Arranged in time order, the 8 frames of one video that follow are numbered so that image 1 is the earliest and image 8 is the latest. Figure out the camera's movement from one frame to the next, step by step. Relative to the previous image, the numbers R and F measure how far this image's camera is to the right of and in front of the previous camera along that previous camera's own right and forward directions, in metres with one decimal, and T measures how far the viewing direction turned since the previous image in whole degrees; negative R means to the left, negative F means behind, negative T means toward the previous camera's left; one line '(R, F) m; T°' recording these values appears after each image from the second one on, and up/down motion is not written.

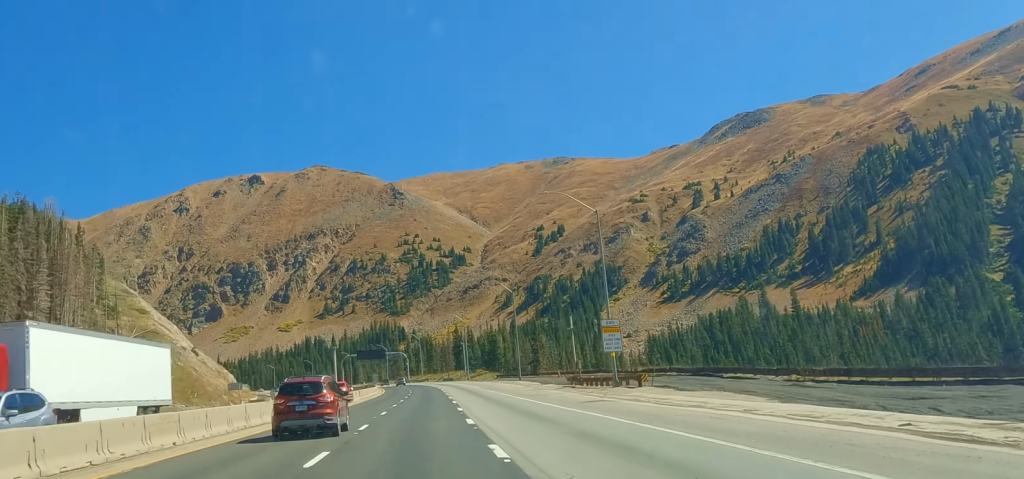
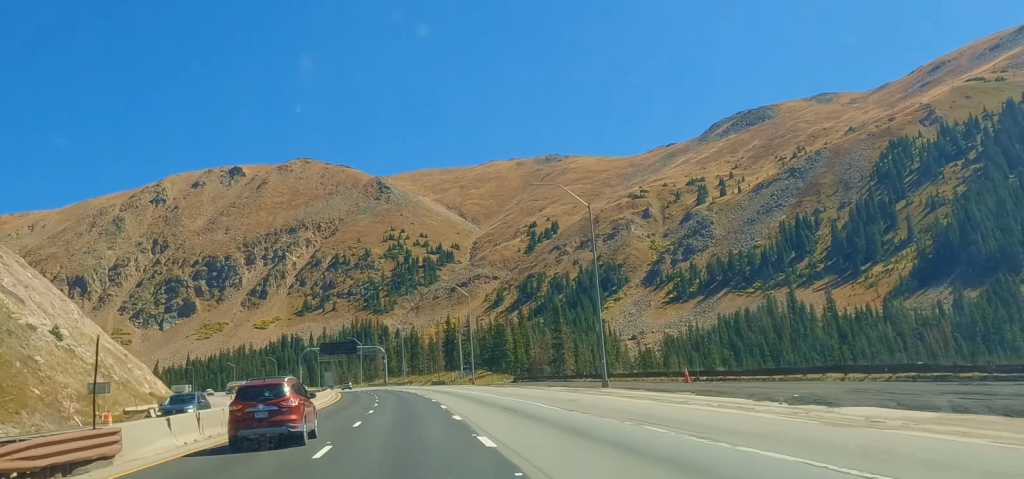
(0.0, +58.3) m; -1°
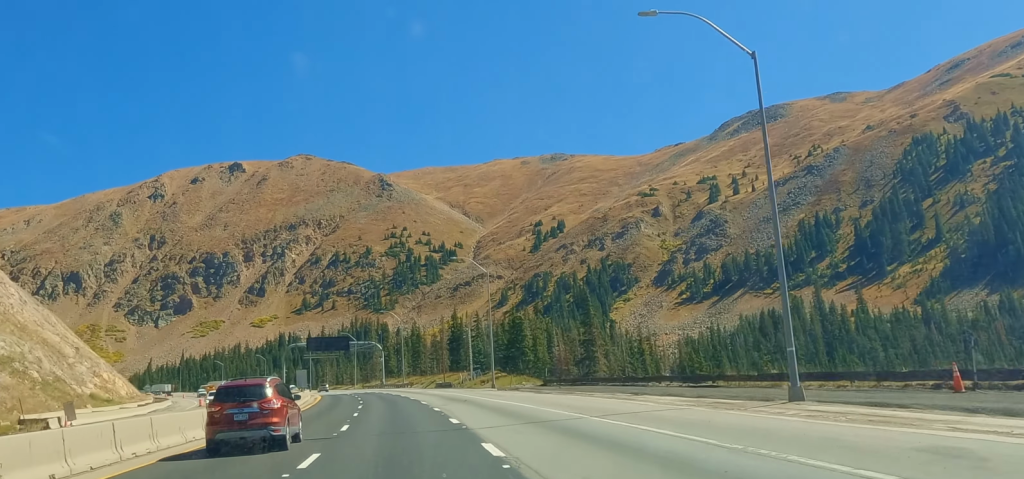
(-0.1, +26.3) m; -1°
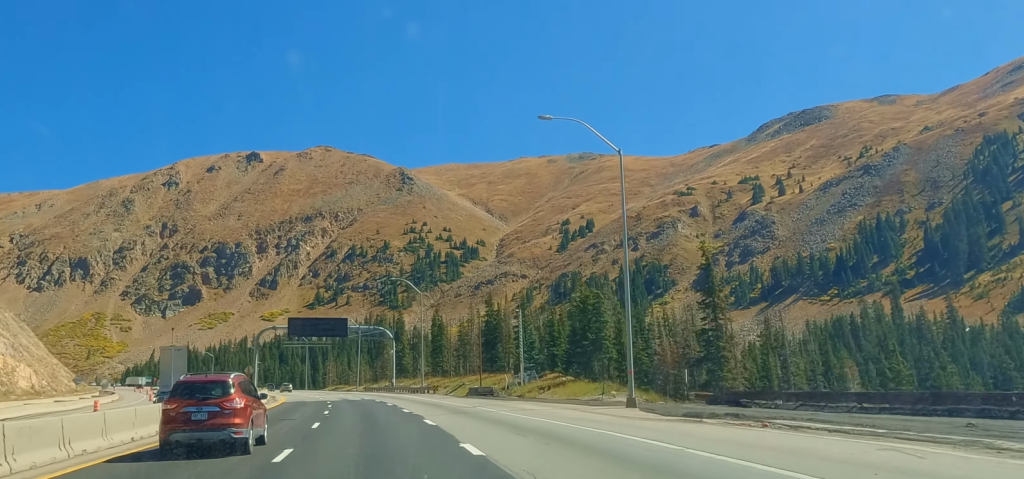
(-1.1, +47.8) m; -3°
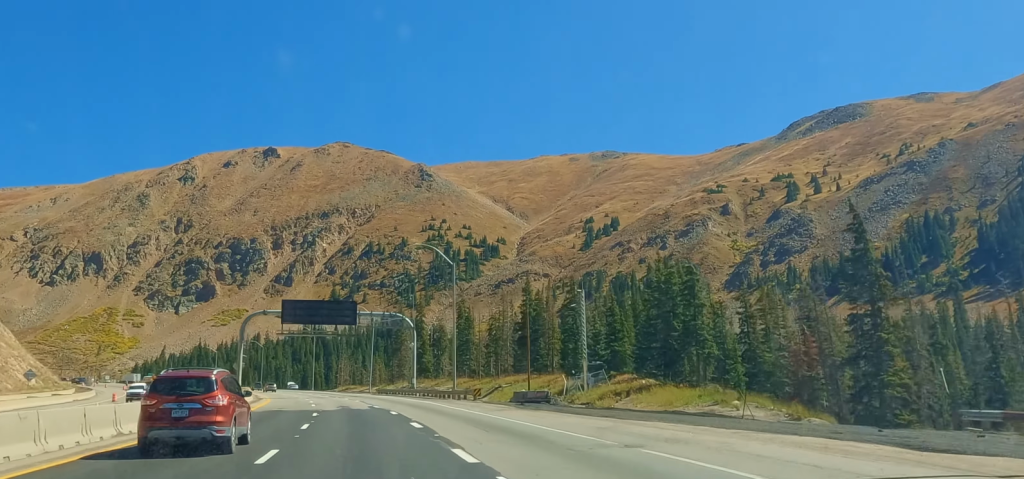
(-0.5, +25.1) m; -2°
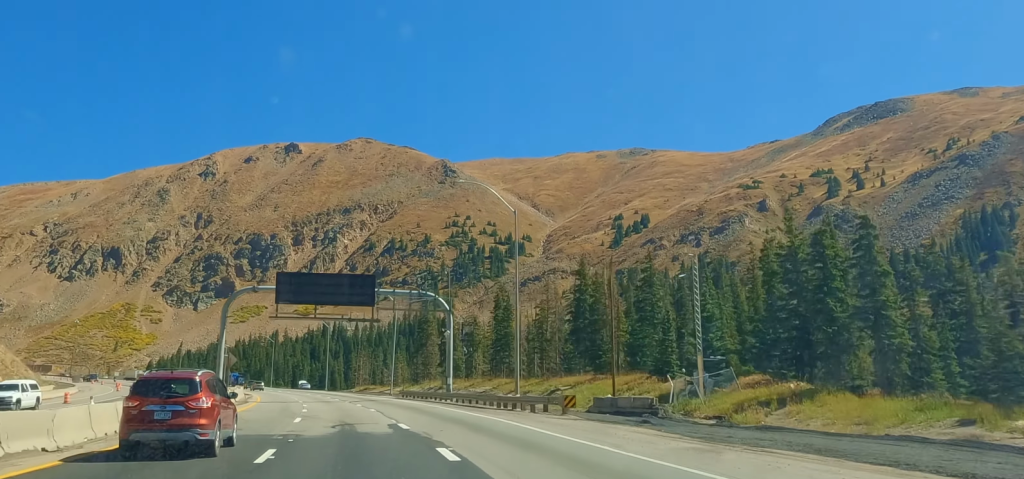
(+0.4, +23.2) m; -2°
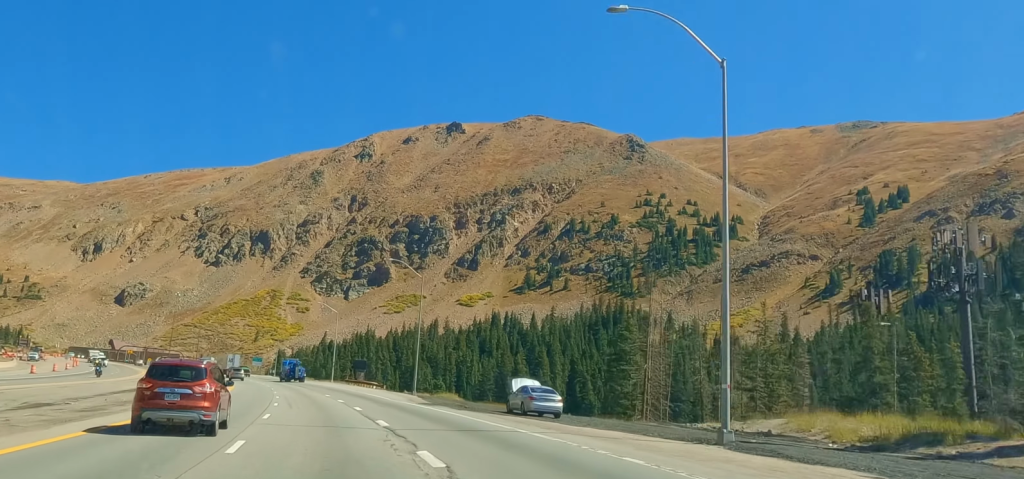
(-13.6, +132.8) m; -10°
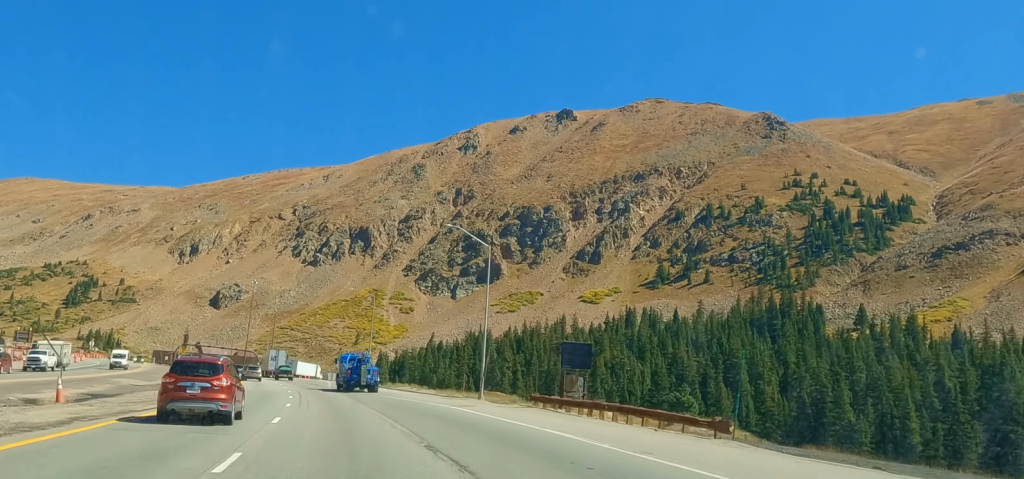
(-3.5, +72.5) m; -7°
